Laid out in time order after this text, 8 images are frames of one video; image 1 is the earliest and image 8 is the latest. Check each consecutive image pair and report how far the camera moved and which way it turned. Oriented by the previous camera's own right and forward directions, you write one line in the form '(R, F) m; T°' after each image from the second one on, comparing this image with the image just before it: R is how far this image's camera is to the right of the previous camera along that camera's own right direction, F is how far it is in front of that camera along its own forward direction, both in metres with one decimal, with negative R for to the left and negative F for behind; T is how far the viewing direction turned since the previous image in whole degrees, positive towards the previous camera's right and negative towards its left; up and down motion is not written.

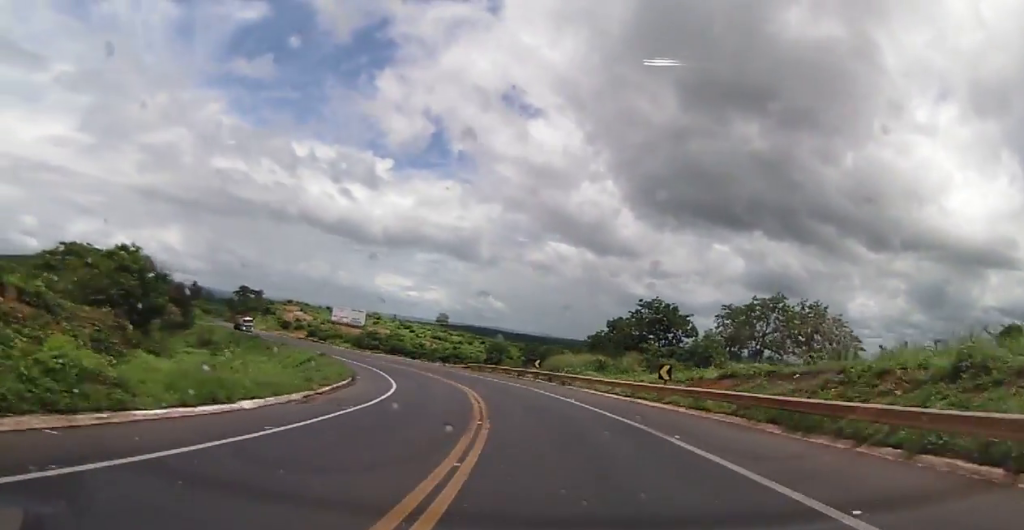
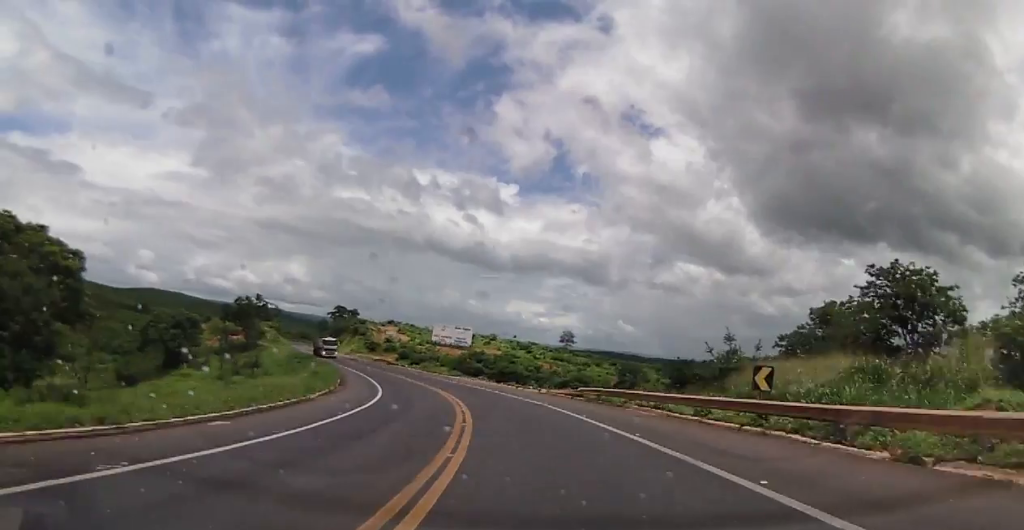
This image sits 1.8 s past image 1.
(-3.0, +32.5) m; -10°
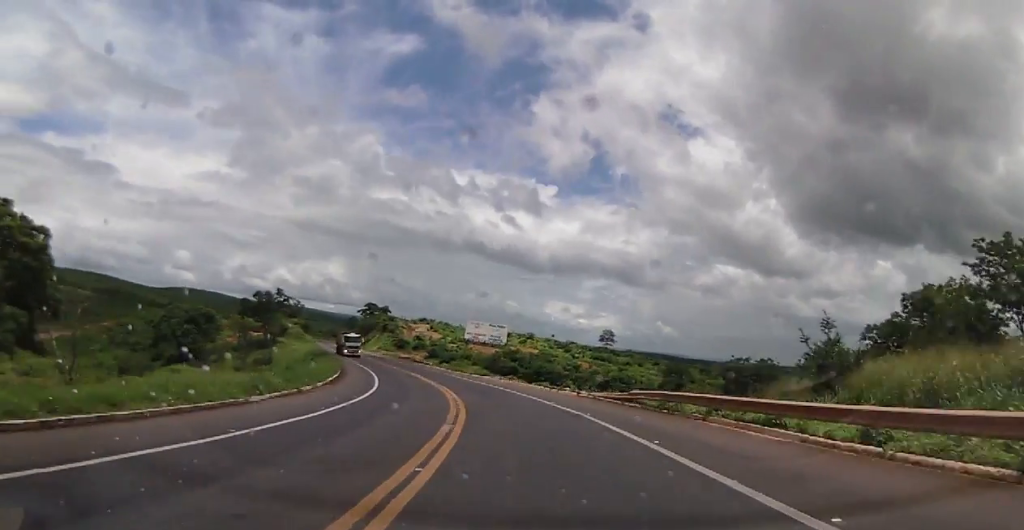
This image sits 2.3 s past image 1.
(-0.1, +9.1) m; -3°
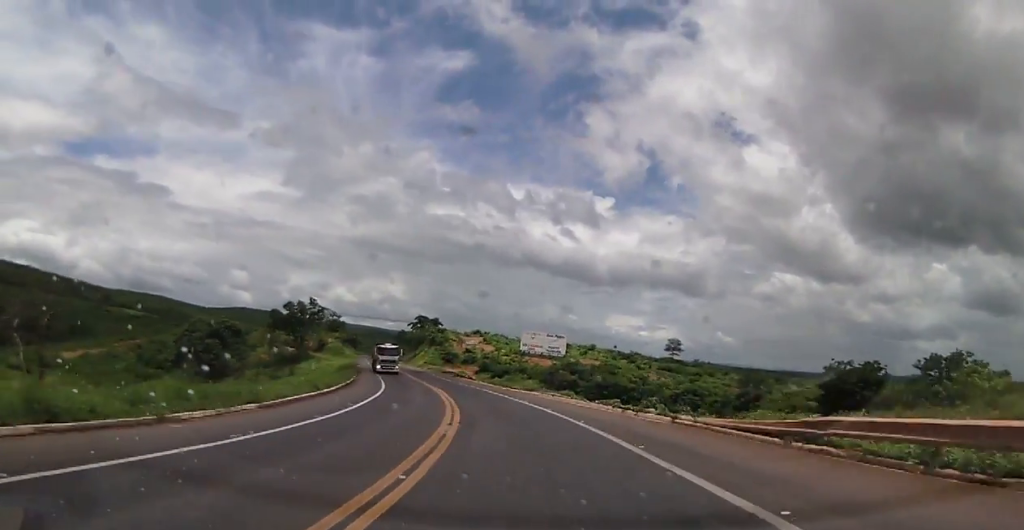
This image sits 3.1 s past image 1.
(-0.4, +13.8) m; -4°
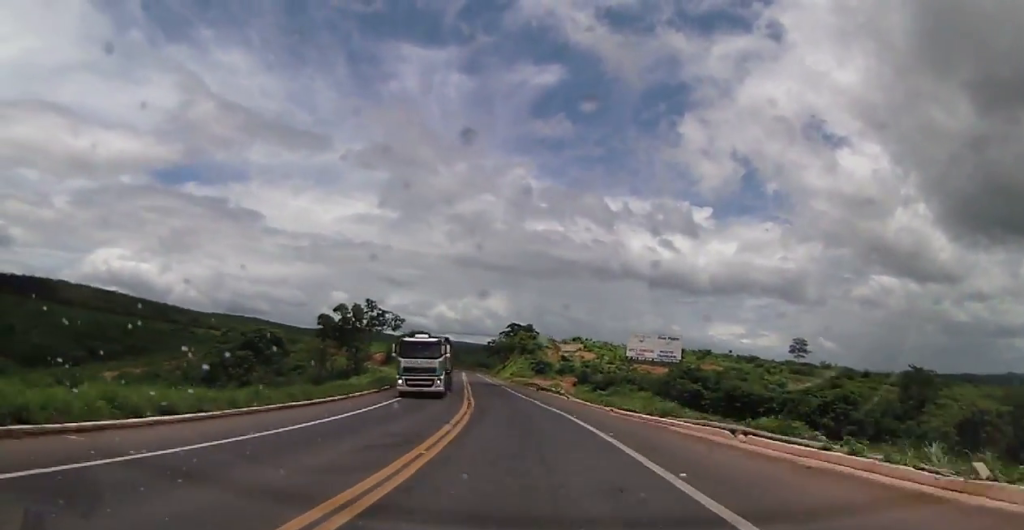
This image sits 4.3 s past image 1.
(-1.4, +24.1) m; -9°
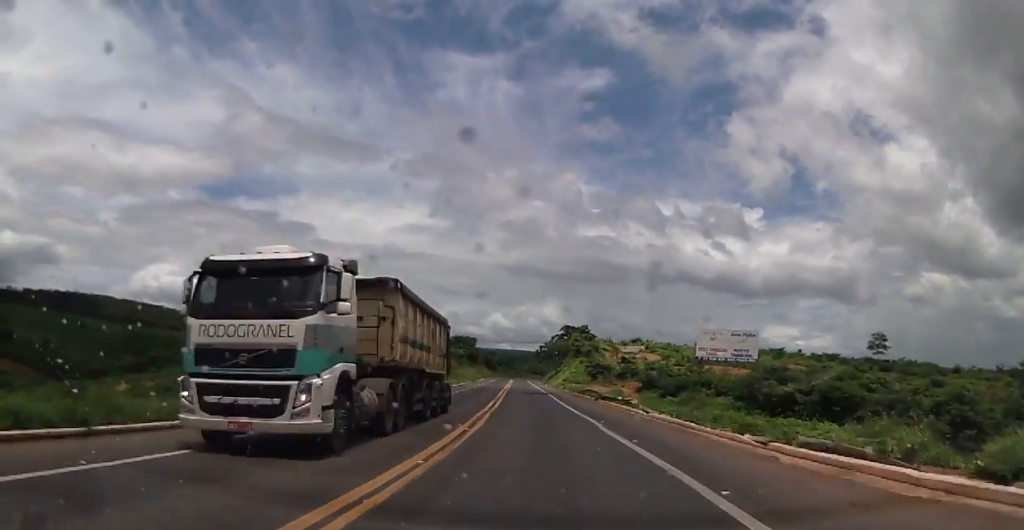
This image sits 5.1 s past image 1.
(-1.3, +15.6) m; -6°
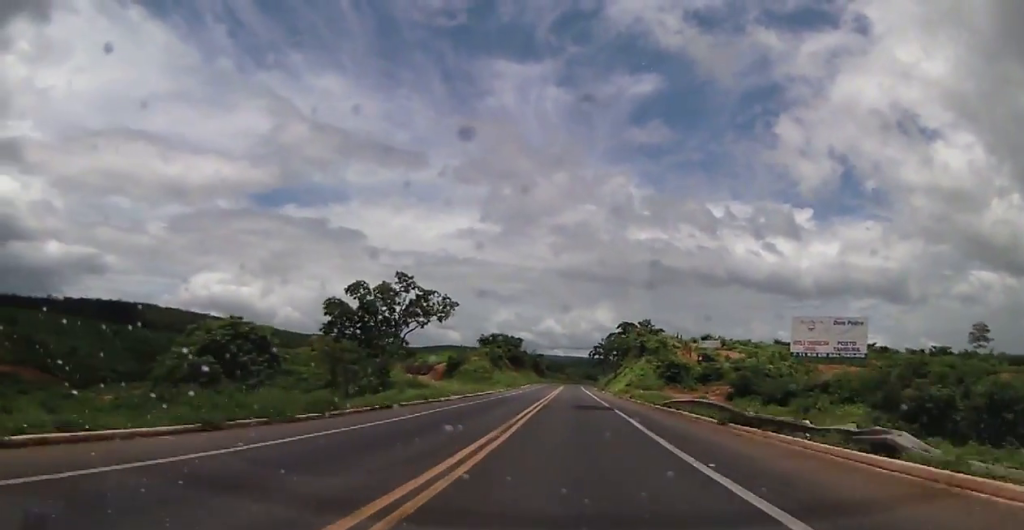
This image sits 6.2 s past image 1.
(-1.2, +22.3) m; -7°
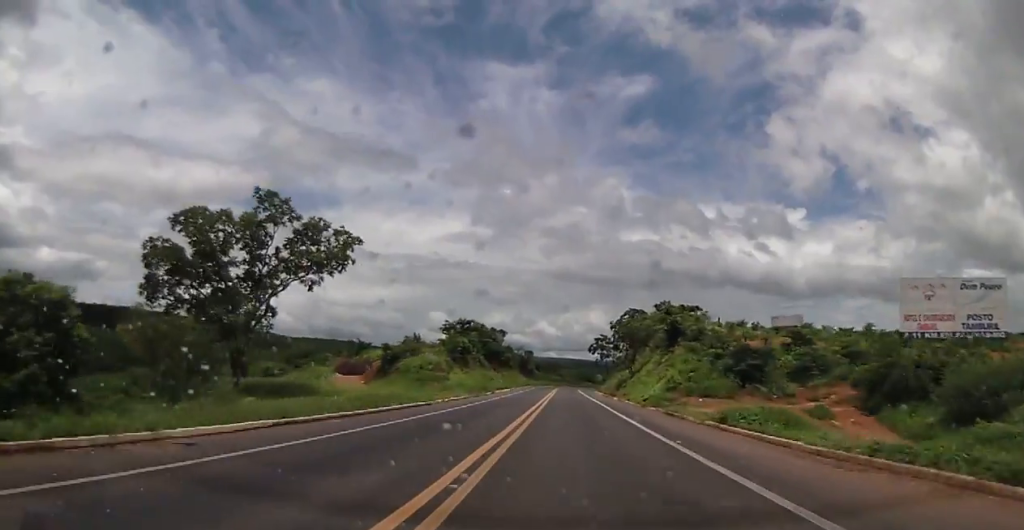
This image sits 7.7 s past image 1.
(-2.0, +31.0) m; -5°
